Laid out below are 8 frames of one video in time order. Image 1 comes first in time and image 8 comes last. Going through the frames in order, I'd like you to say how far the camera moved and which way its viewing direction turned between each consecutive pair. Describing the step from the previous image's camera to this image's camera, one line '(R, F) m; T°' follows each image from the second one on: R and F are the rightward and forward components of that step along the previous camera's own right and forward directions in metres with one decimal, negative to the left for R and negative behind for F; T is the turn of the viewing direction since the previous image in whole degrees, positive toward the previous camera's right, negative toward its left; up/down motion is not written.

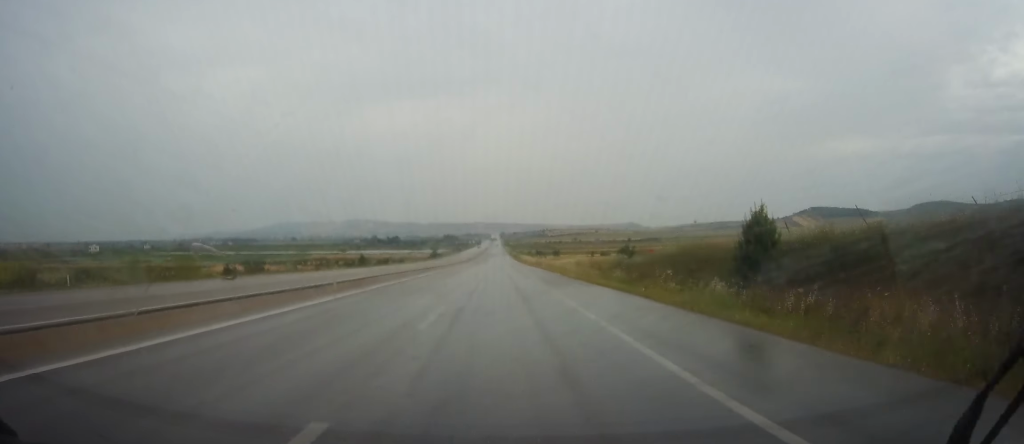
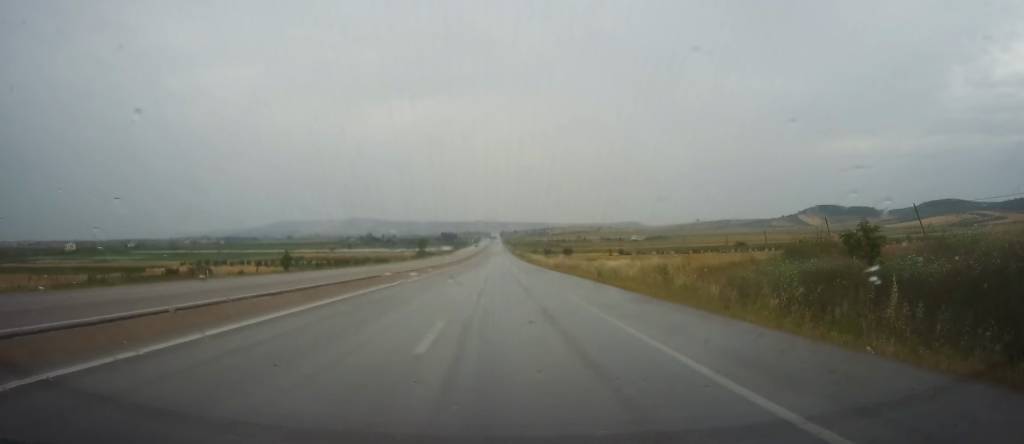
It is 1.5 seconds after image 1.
(+0.1, +37.7) m; 0°
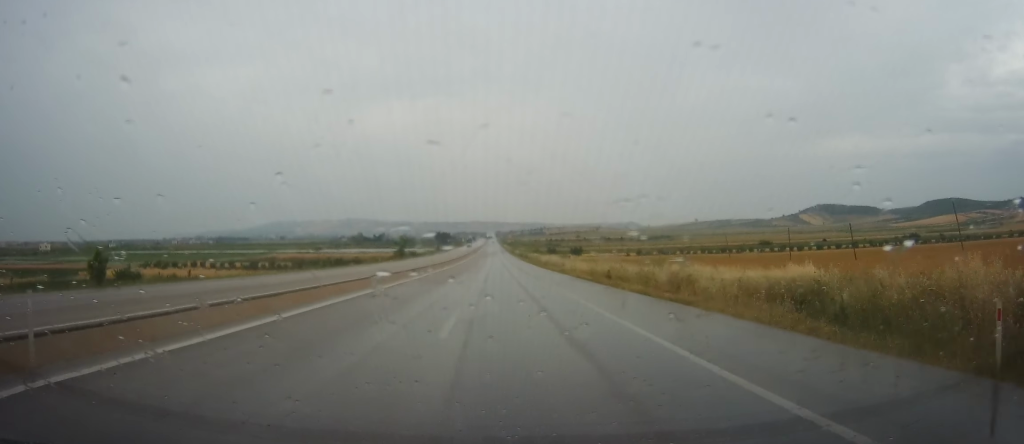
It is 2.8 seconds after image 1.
(0.0, +32.2) m; 0°
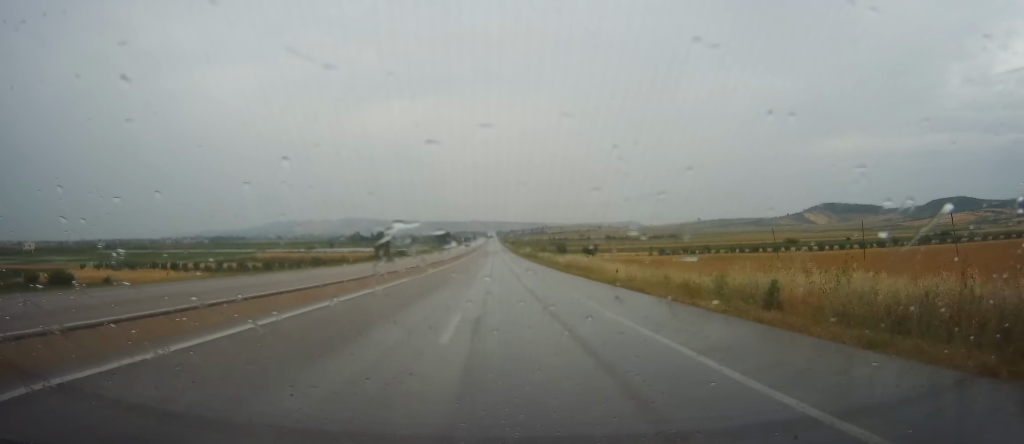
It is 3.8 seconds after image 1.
(-0.1, +24.6) m; 0°
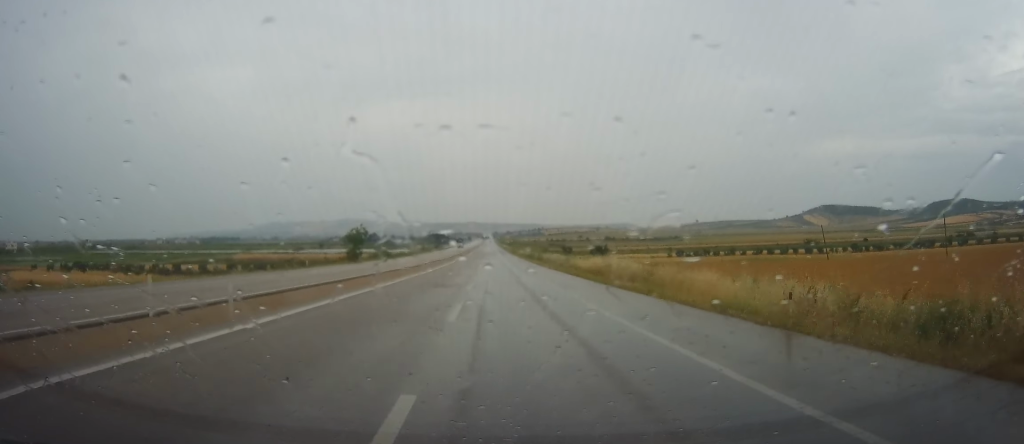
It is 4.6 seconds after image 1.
(+0.1, +19.7) m; -1°
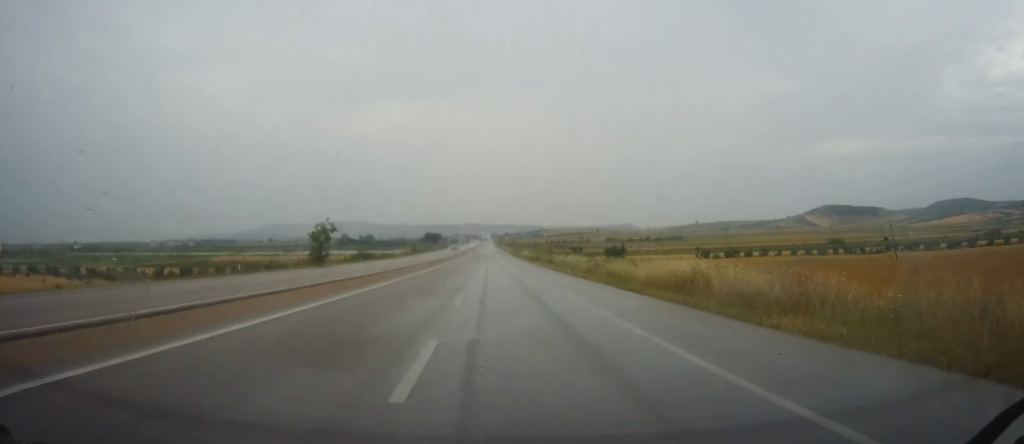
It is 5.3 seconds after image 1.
(-0.3, +18.9) m; -1°
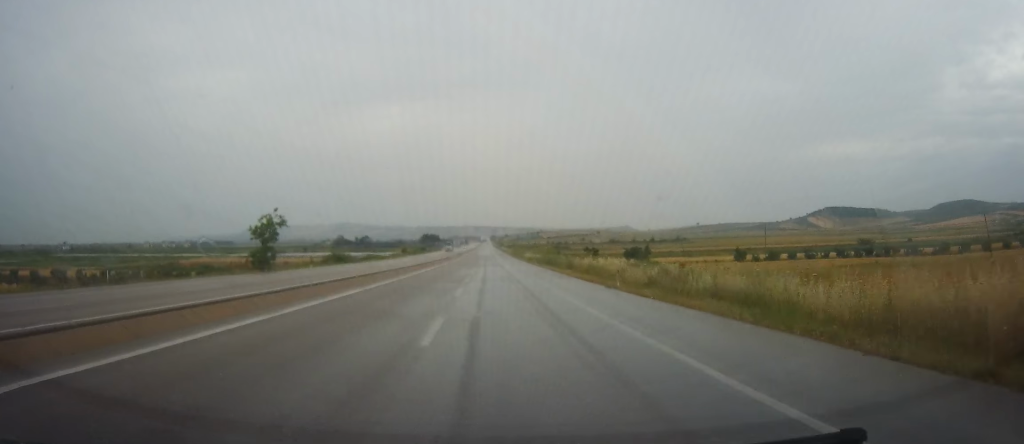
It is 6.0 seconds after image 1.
(-0.1, +18.5) m; 0°
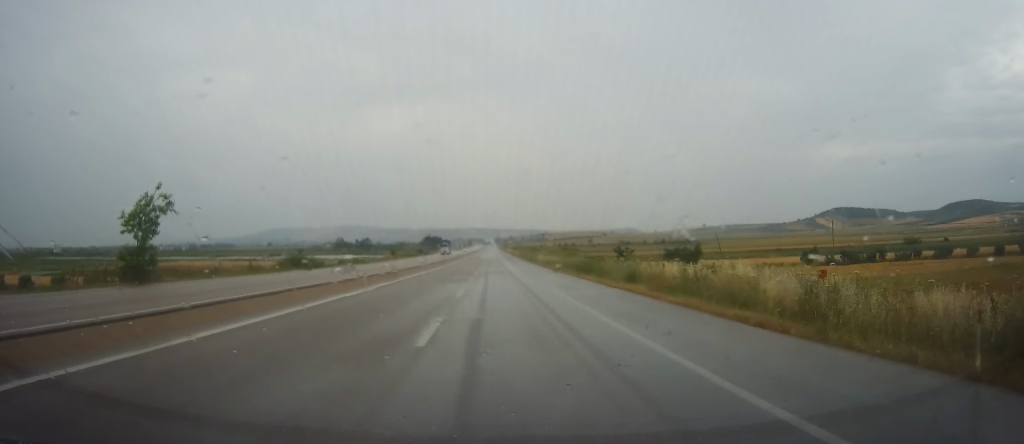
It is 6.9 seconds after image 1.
(0.0, +21.4) m; 0°
